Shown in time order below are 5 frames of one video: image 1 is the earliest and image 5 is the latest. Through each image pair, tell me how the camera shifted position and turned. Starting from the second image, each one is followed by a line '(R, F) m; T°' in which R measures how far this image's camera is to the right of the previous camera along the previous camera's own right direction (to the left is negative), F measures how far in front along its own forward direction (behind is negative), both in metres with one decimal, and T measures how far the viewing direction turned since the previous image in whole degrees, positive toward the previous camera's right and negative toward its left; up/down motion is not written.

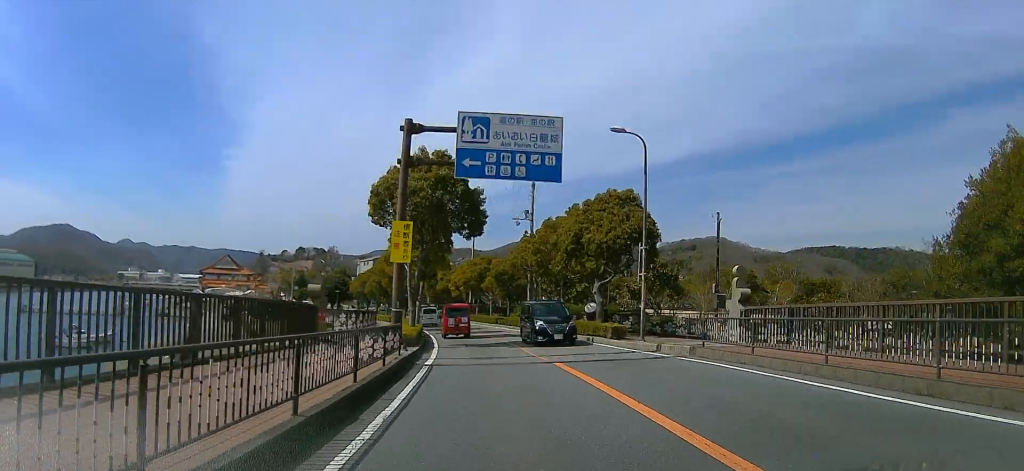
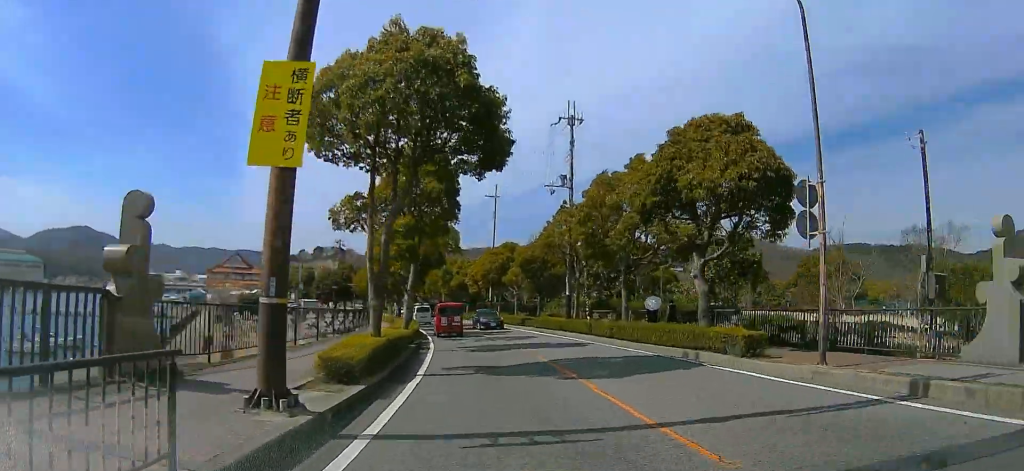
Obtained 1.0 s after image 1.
(-1.2, +13.0) m; -6°
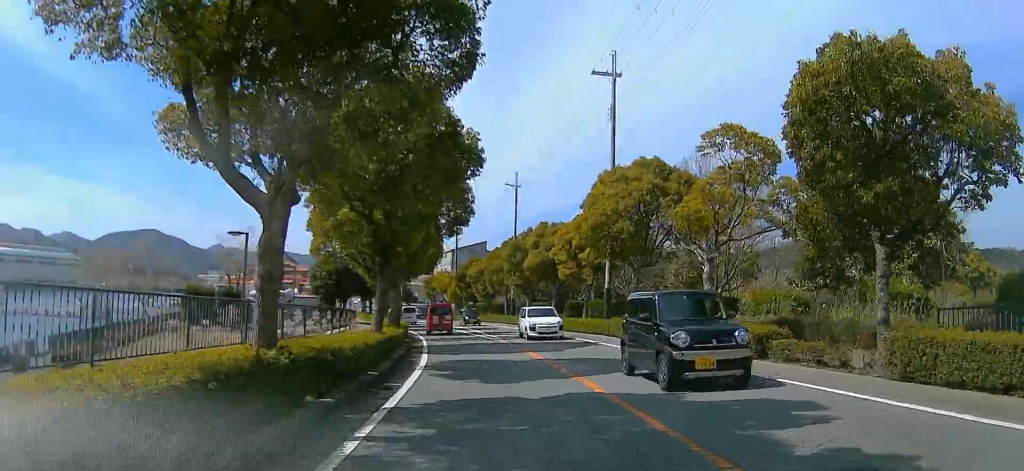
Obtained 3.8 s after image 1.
(-2.9, +43.7) m; -12°
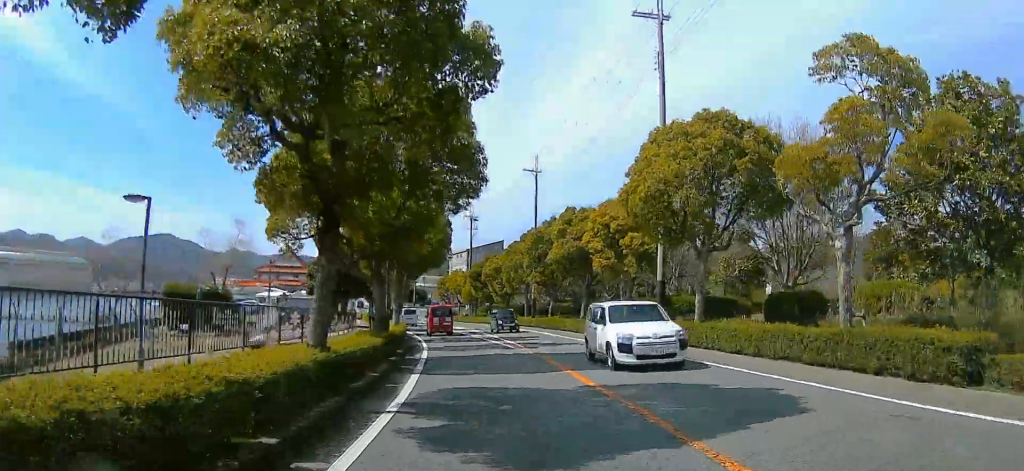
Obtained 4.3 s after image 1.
(-0.6, +9.3) m; -4°
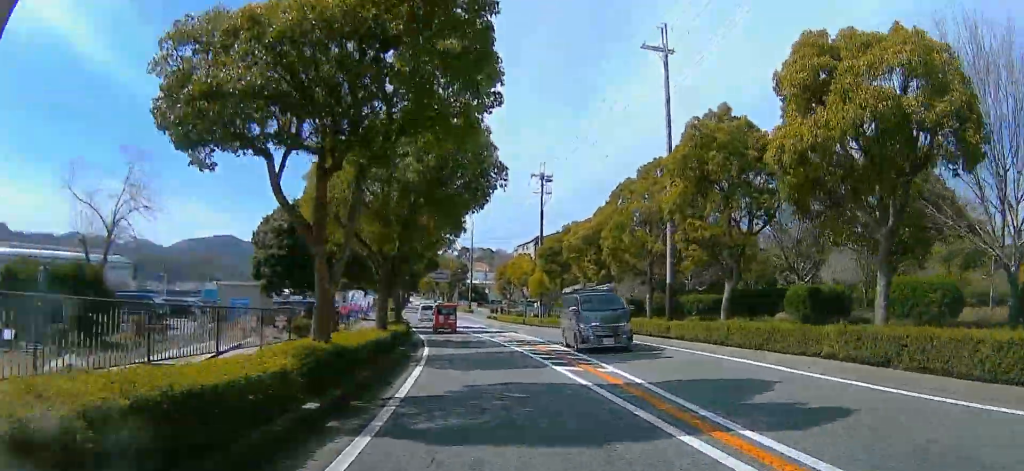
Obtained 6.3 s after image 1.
(0.0, +6.2) m; 0°
